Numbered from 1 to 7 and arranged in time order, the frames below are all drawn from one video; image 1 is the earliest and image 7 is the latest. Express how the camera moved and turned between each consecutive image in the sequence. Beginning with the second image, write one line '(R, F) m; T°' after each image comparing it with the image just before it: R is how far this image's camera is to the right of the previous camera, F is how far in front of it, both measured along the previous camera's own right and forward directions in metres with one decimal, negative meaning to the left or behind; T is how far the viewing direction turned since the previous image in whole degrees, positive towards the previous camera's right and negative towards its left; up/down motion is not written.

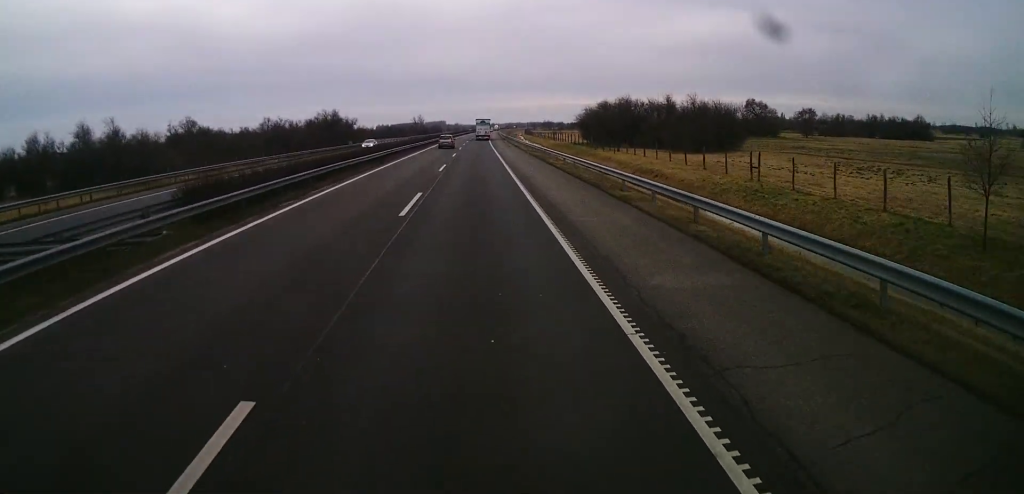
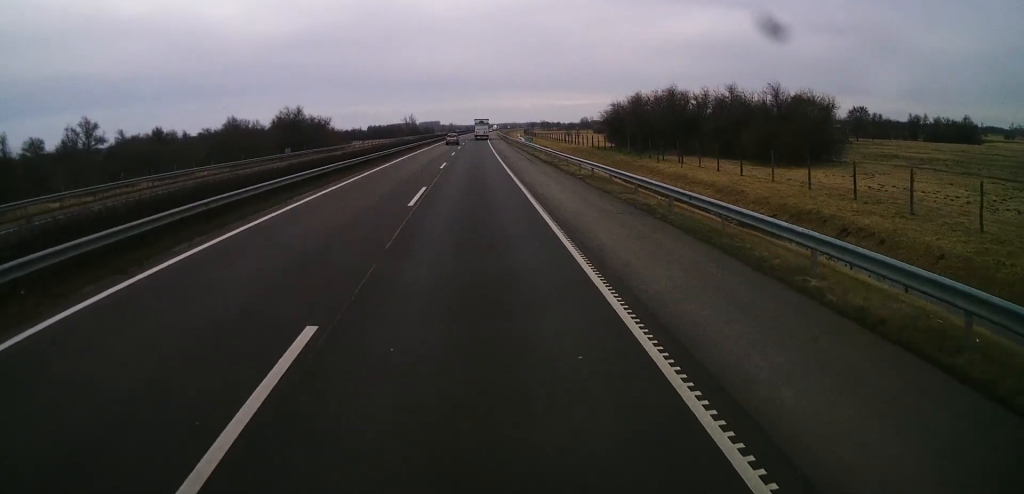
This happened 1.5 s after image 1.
(0.0, +33.9) m; +1°
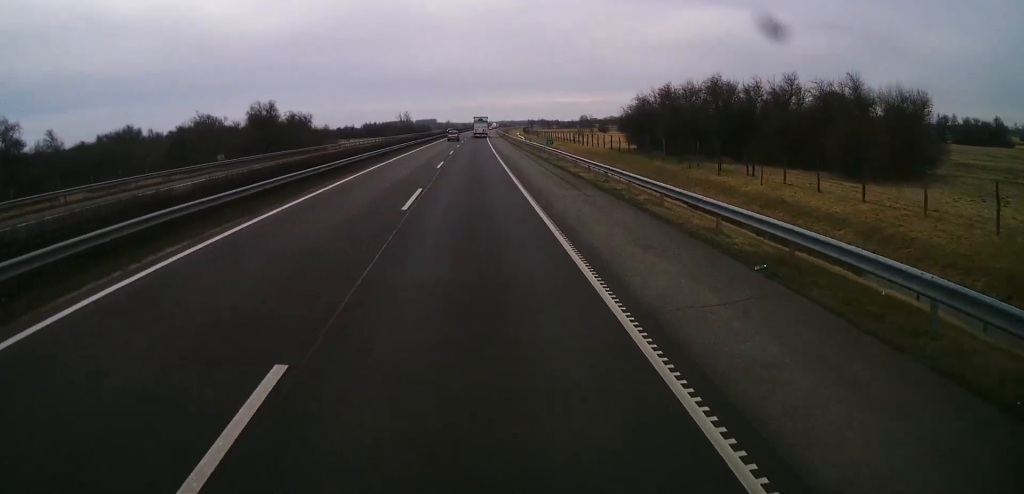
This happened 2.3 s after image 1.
(+0.2, +19.3) m; +1°
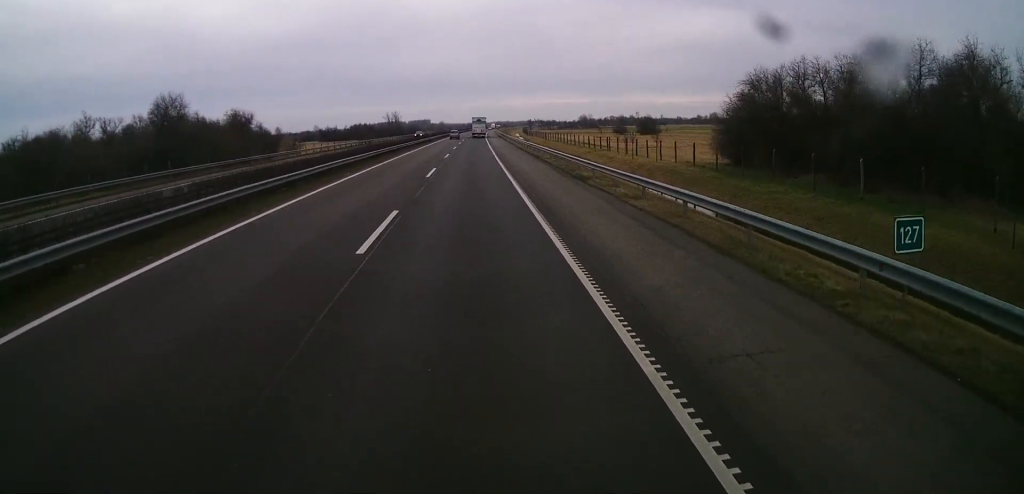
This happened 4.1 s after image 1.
(-0.1, +42.4) m; 0°
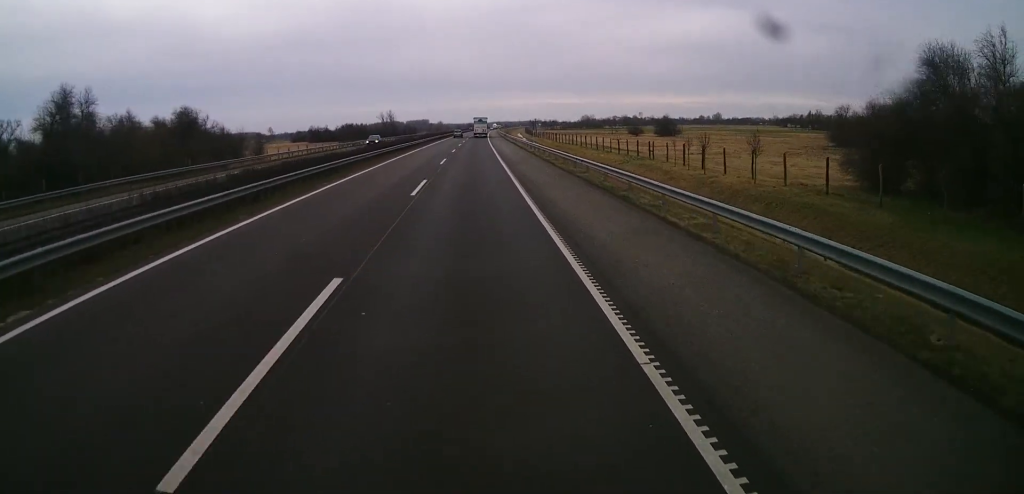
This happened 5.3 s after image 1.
(+0.3, +26.1) m; +1°
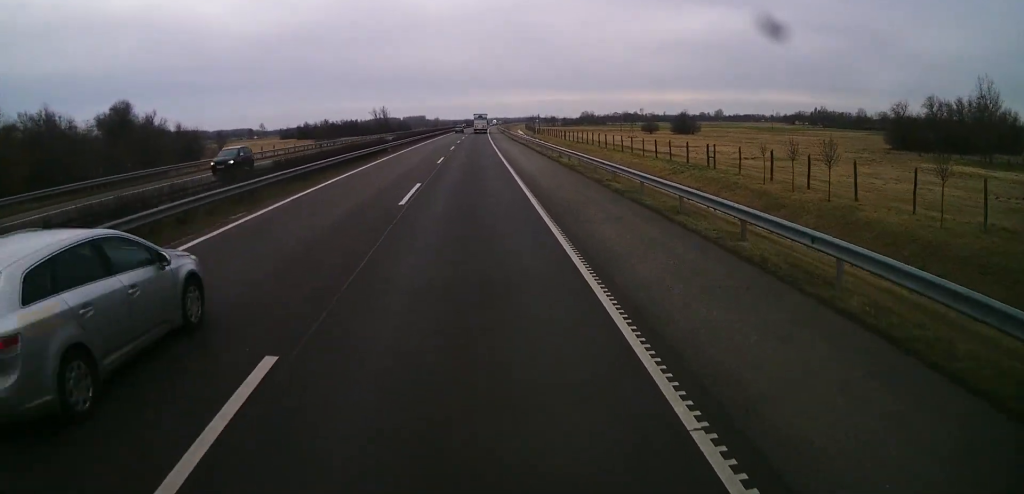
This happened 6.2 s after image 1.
(0.0, +21.5) m; 0°
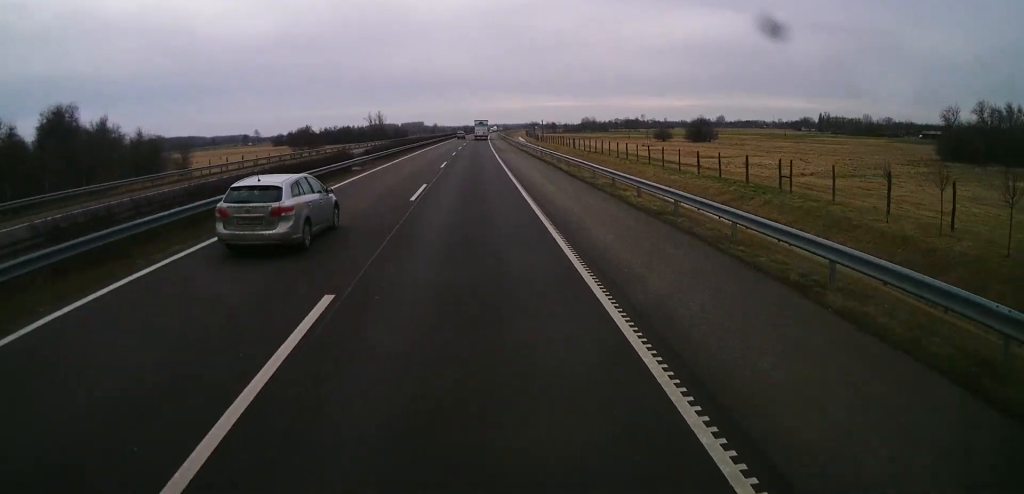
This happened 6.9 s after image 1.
(+0.1, +15.4) m; 0°
